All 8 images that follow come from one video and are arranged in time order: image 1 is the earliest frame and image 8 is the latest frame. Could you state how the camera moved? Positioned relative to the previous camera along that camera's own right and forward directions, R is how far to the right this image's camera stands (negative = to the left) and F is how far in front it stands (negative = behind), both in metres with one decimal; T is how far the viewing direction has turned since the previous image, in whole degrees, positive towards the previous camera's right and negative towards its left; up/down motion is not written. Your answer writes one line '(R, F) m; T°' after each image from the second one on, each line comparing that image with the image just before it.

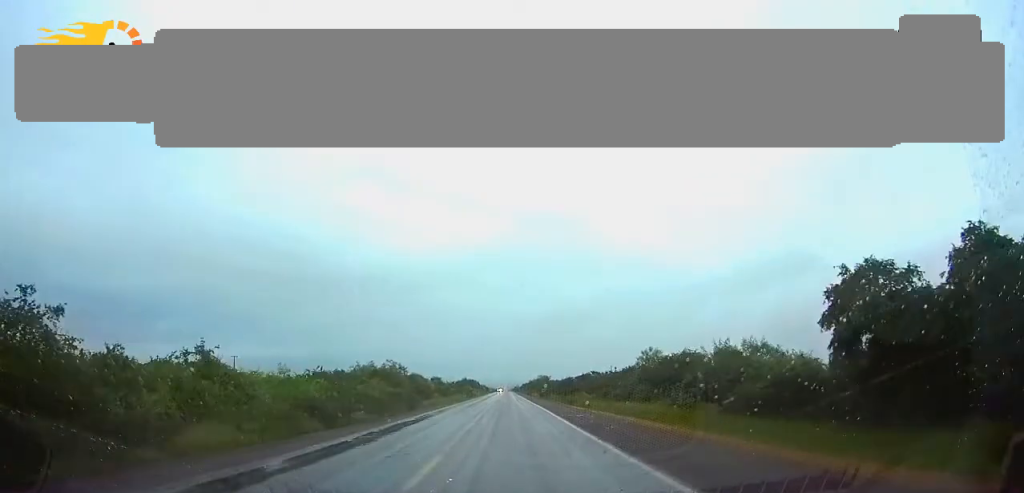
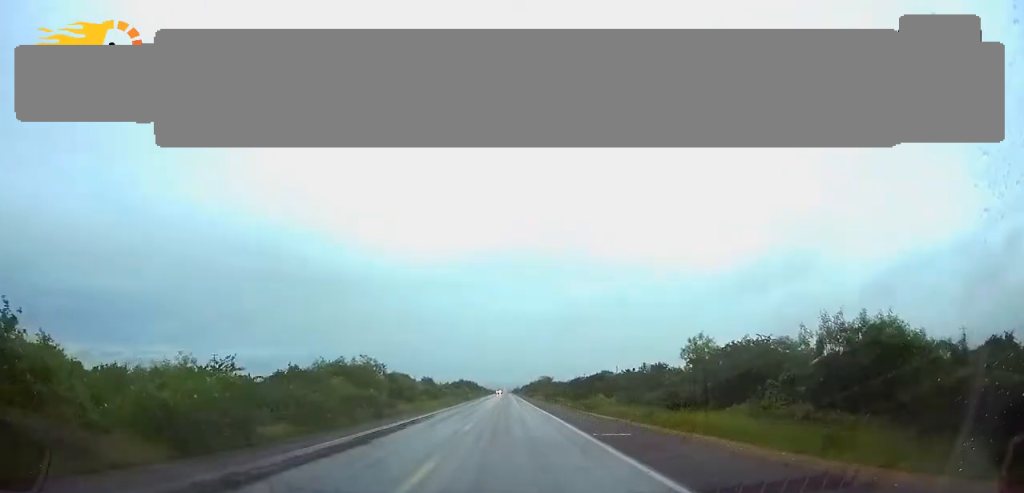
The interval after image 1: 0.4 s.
(0.0, +12.5) m; 0°
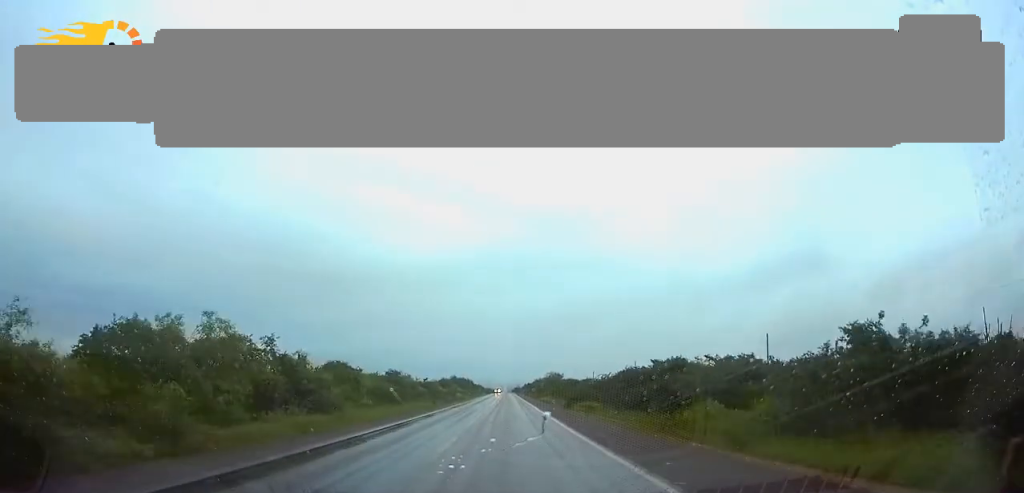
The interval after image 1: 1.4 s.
(0.0, +30.2) m; 0°
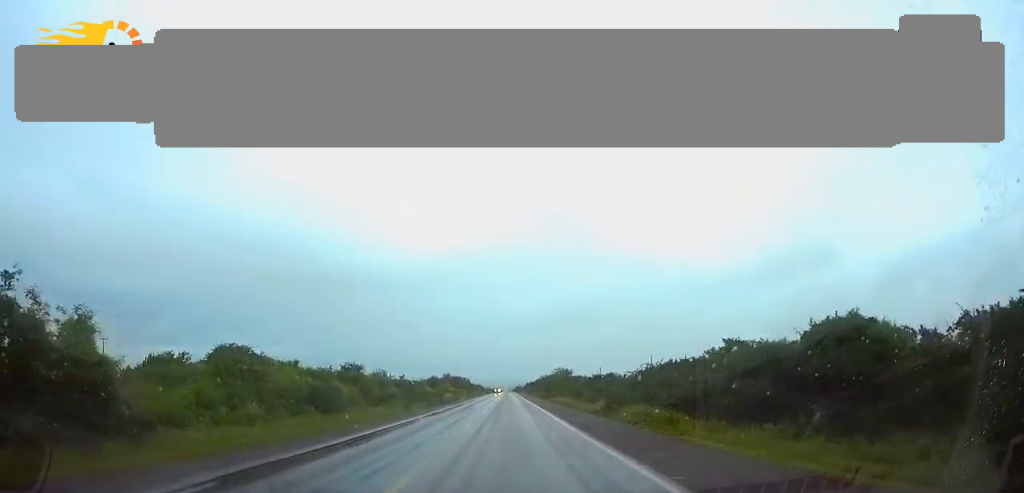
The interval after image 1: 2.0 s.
(0.0, +19.7) m; 0°
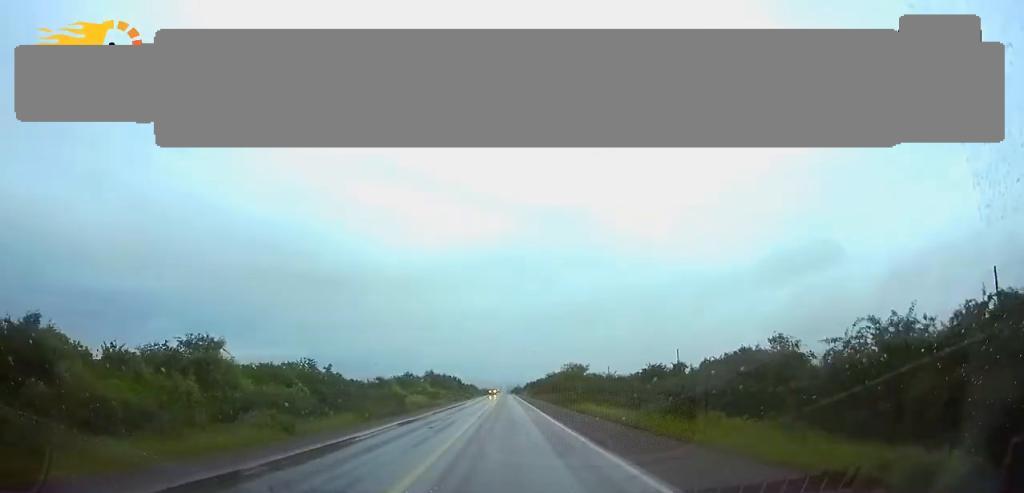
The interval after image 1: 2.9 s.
(0.0, +27.1) m; 0°
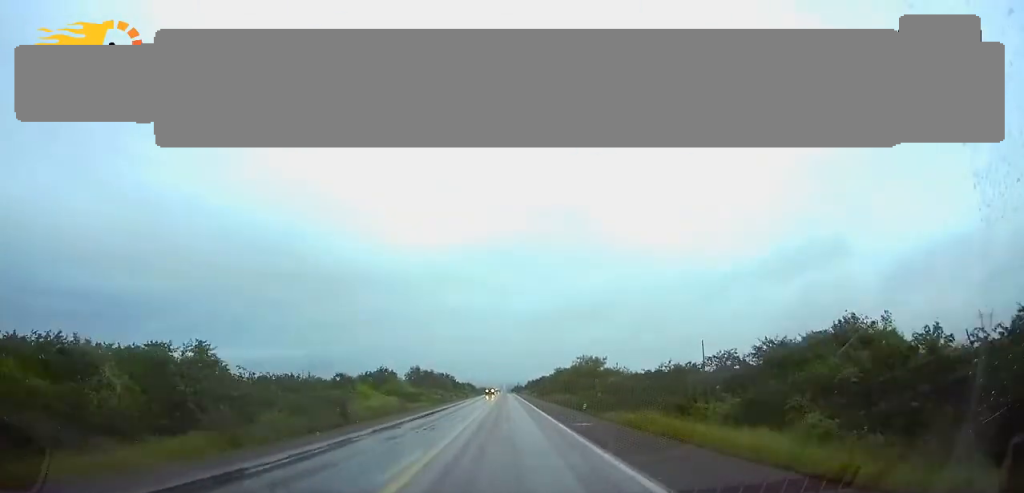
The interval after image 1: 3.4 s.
(-0.1, +17.7) m; 0°
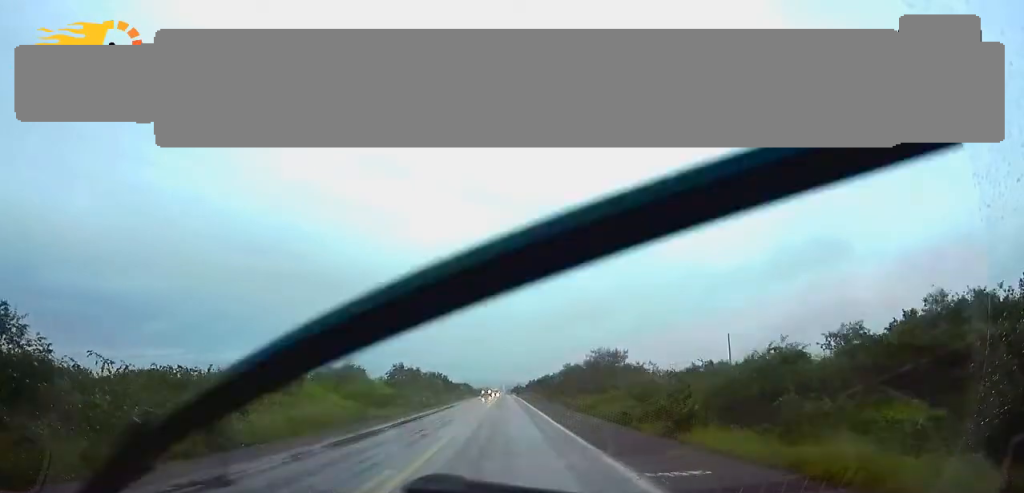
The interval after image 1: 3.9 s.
(+0.1, +14.6) m; 0°
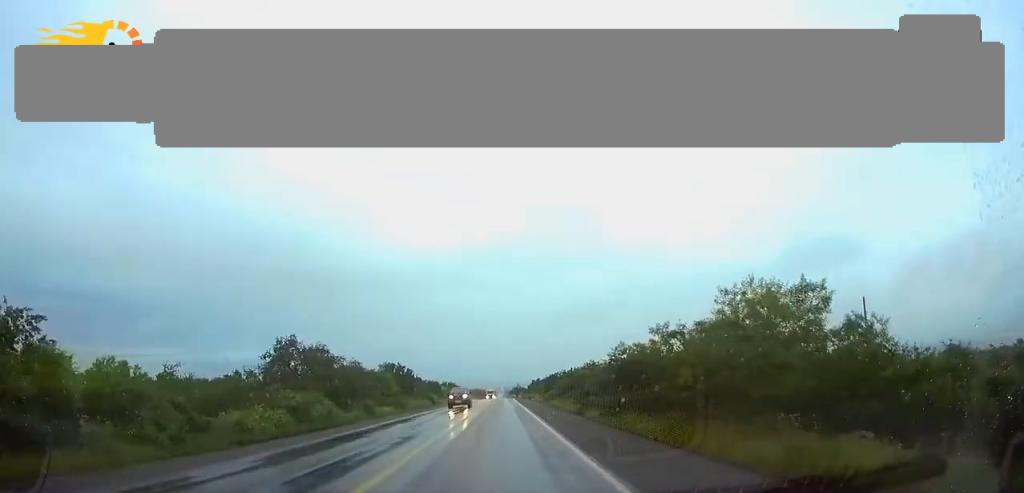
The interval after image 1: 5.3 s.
(+0.1, +42.6) m; 0°
